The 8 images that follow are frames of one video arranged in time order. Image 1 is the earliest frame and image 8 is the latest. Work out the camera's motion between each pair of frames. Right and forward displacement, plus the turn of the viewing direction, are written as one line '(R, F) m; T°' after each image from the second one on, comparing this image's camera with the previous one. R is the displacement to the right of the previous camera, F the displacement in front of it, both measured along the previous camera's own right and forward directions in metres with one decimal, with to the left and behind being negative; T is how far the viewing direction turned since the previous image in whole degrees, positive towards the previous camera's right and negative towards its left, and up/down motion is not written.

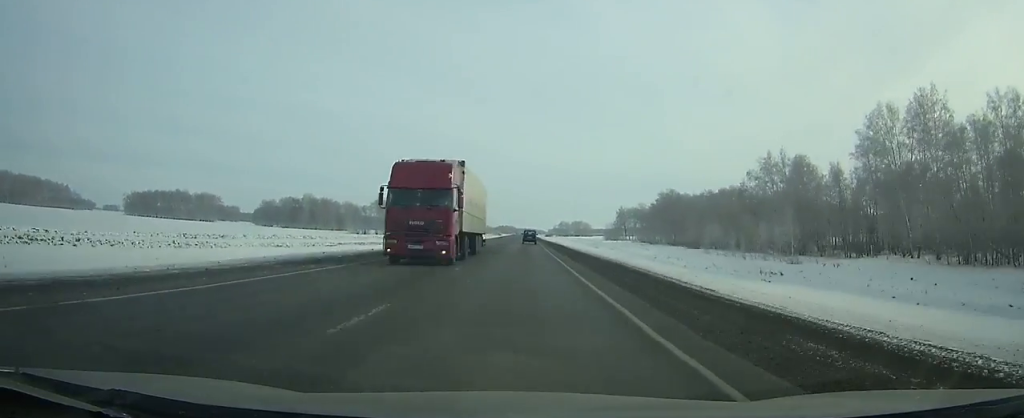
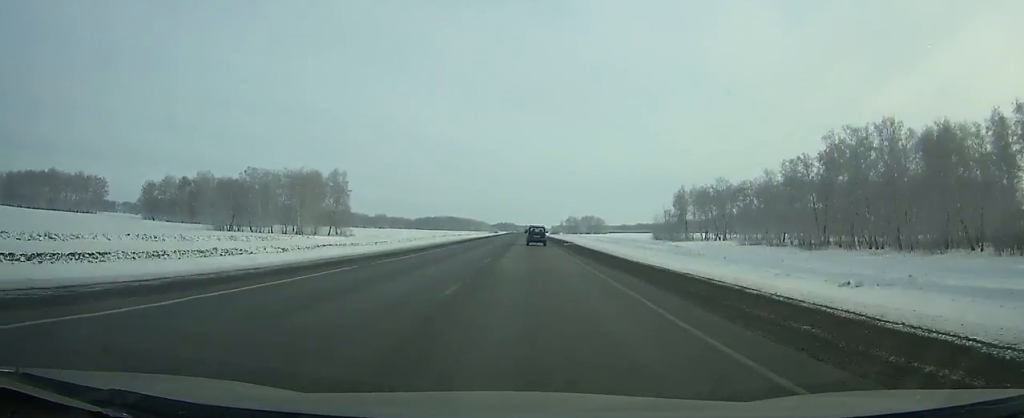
(-0.2, +125.5) m; 0°
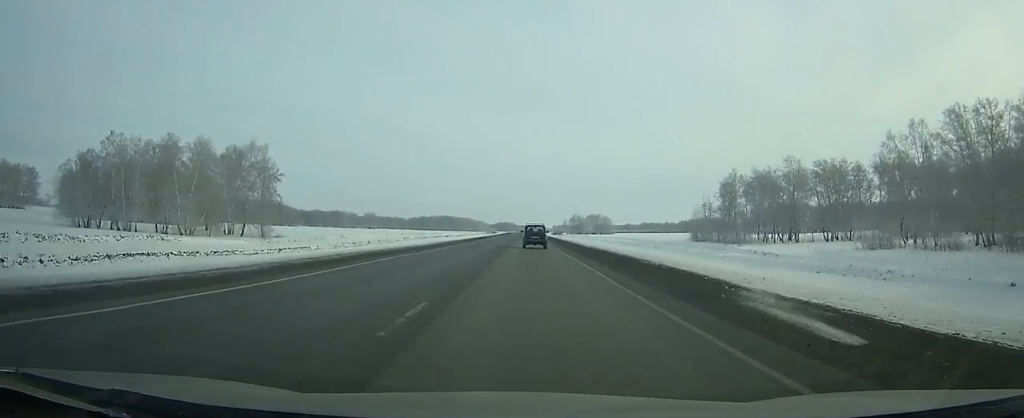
(+0.1, +51.3) m; 0°
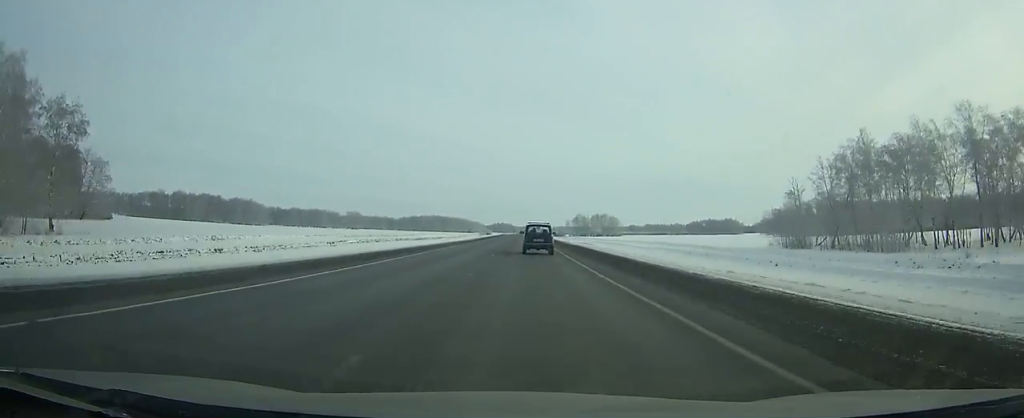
(+0.1, +62.6) m; 0°
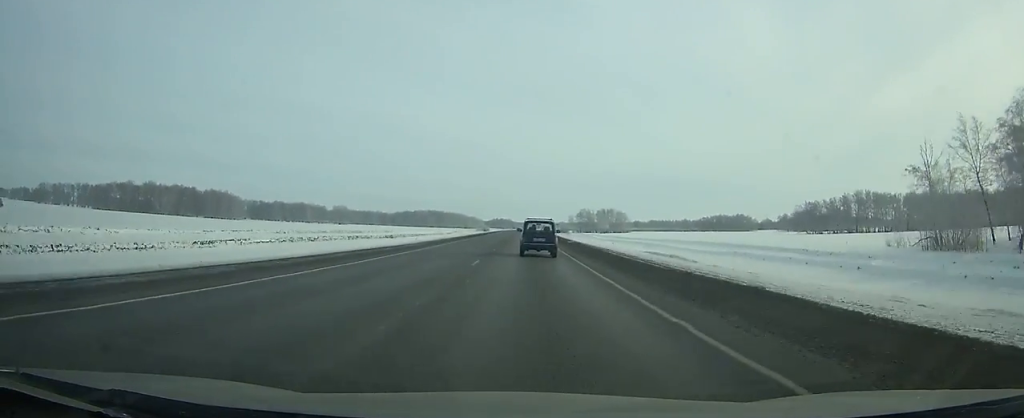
(0.0, +44.1) m; 0°
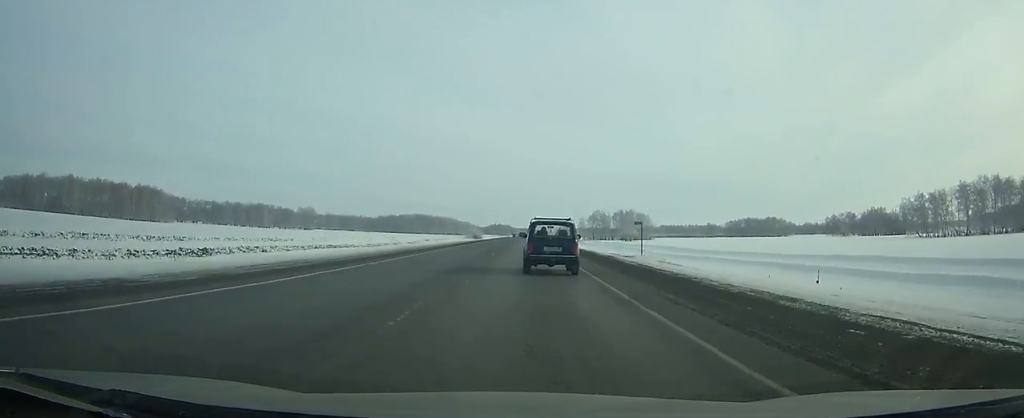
(0.0, +100.8) m; 0°
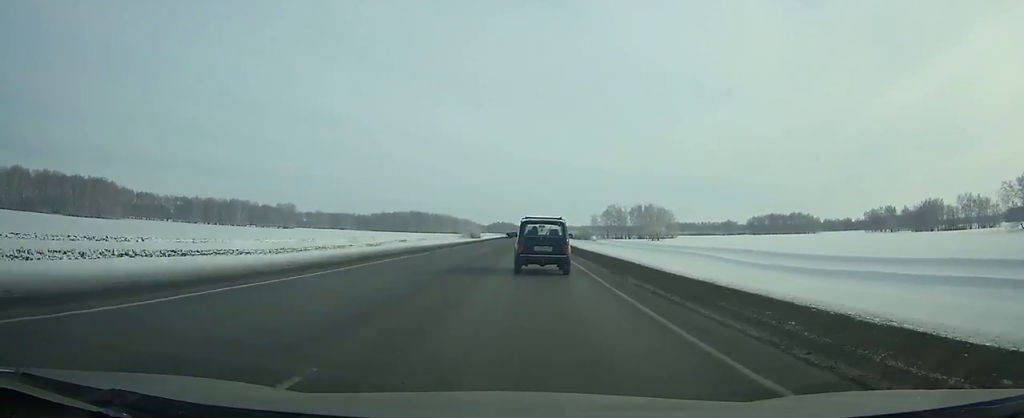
(-0.1, +59.8) m; 0°
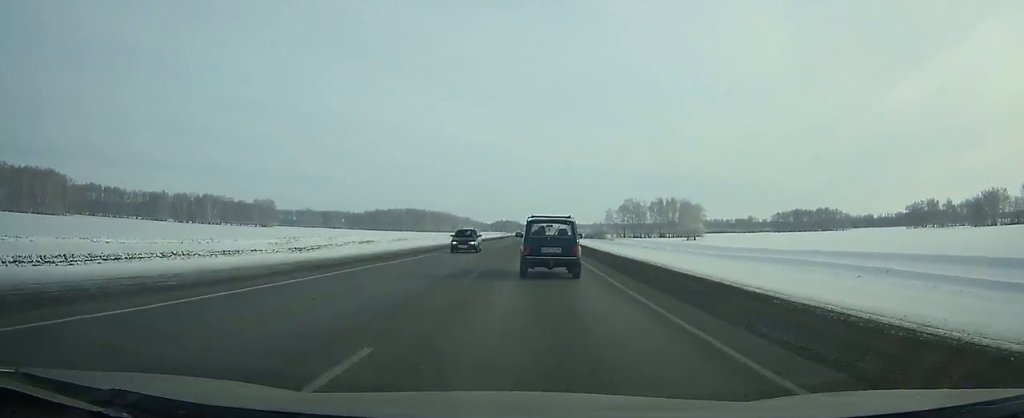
(-0.2, +50.8) m; 0°
